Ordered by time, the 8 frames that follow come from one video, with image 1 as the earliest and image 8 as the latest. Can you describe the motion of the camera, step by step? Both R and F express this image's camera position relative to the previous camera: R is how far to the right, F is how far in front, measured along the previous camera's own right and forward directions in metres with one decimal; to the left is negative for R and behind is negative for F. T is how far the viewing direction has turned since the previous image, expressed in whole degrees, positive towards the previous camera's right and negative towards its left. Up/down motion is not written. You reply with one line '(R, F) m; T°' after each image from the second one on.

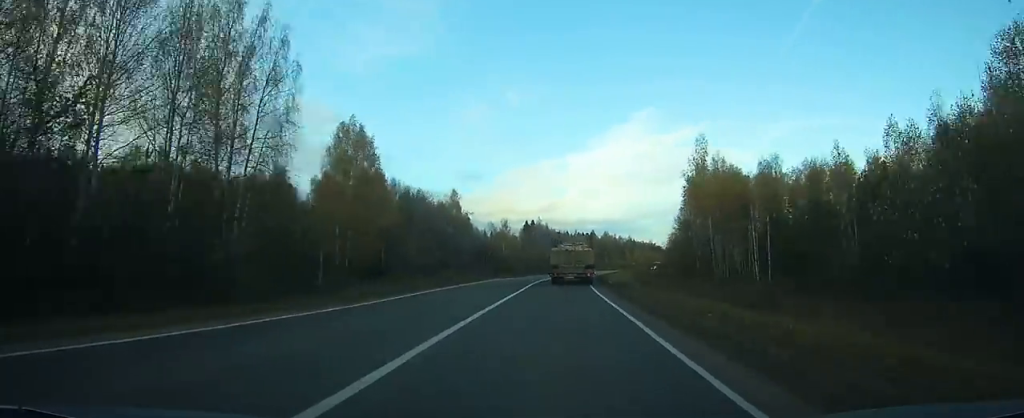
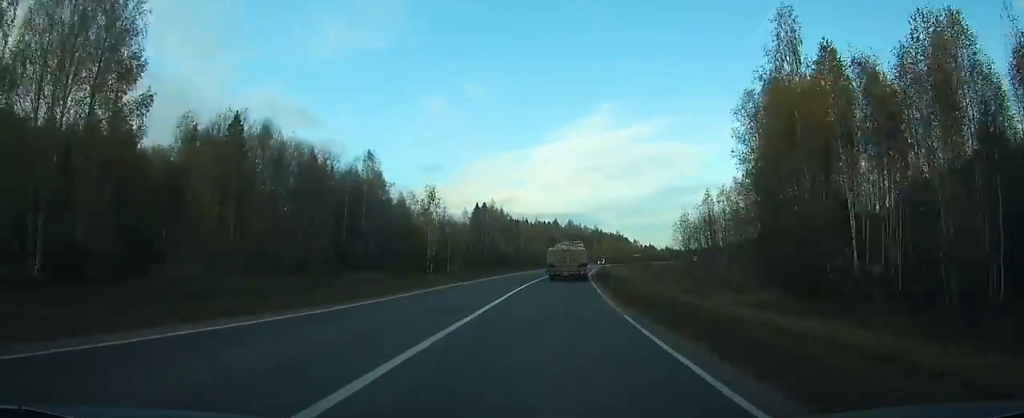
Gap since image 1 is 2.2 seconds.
(+1.5, +47.9) m; +4°
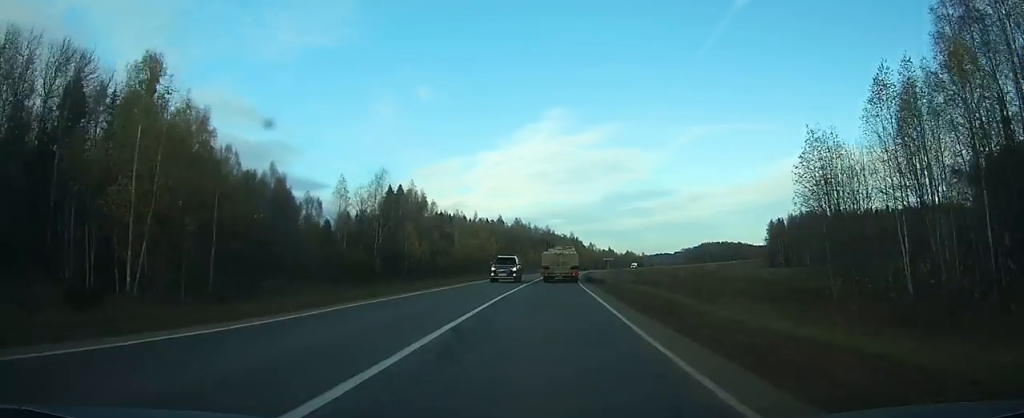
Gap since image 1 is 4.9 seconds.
(+2.7, +58.6) m; +5°
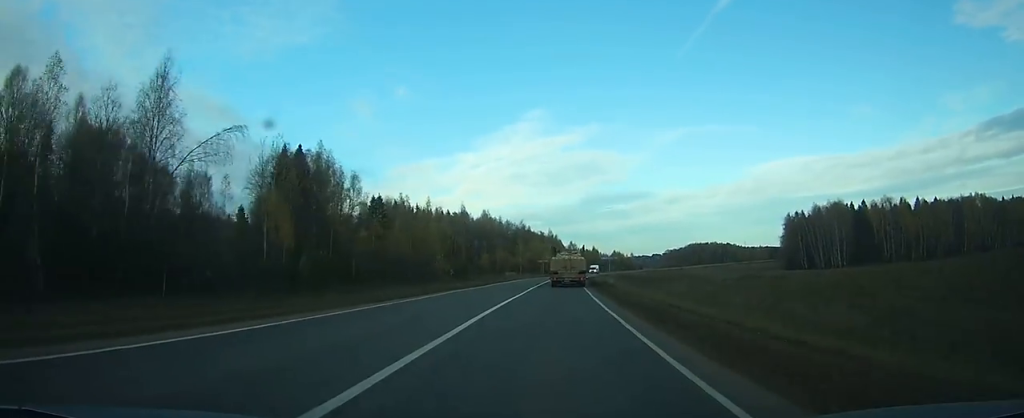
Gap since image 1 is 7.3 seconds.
(+1.7, +53.6) m; +3°
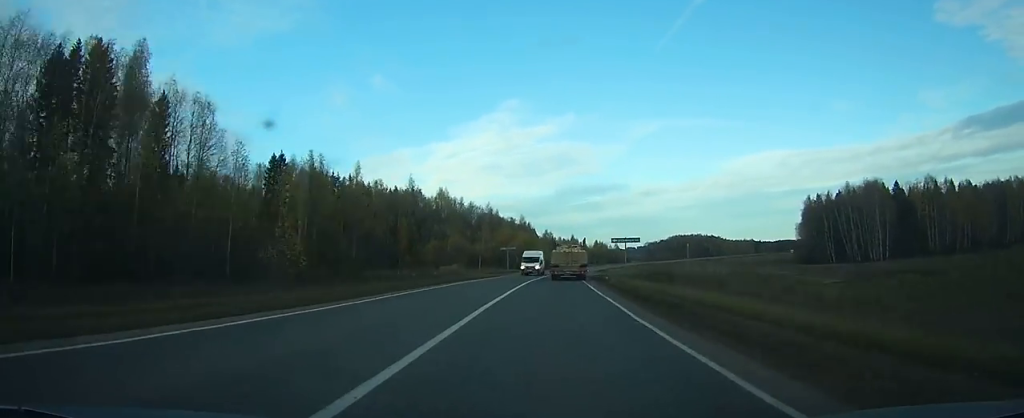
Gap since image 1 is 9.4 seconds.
(+0.7, +48.1) m; +2°
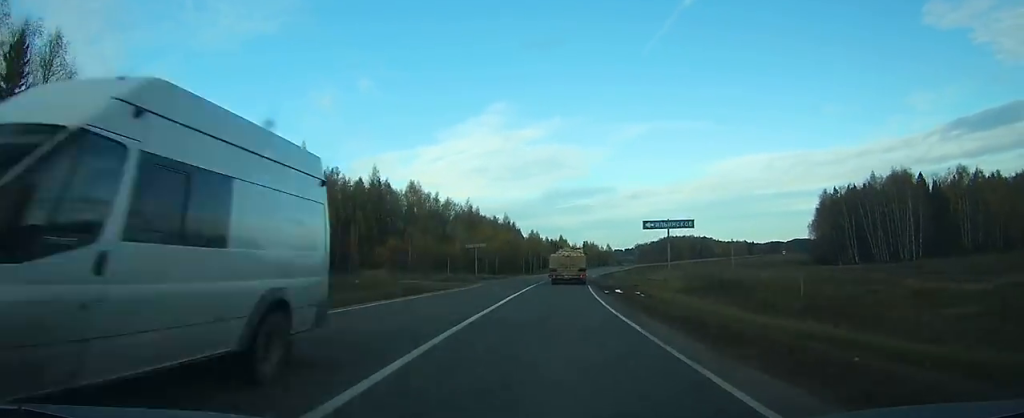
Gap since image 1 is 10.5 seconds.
(+0.4, +25.7) m; +2°
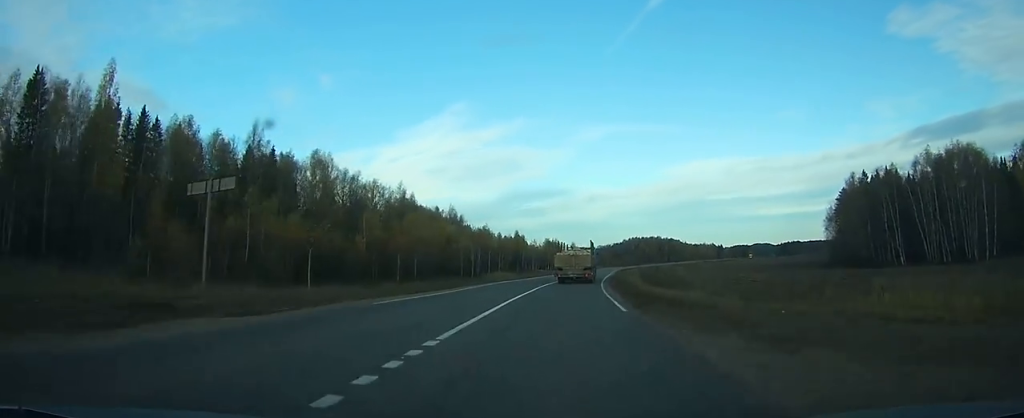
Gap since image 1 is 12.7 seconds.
(+1.3, +48.2) m; +4°
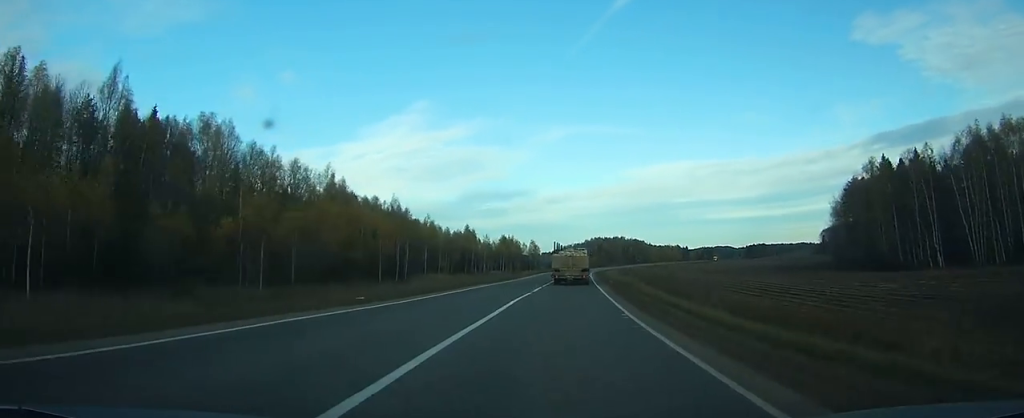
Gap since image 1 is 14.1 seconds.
(+0.5, +31.6) m; +3°
